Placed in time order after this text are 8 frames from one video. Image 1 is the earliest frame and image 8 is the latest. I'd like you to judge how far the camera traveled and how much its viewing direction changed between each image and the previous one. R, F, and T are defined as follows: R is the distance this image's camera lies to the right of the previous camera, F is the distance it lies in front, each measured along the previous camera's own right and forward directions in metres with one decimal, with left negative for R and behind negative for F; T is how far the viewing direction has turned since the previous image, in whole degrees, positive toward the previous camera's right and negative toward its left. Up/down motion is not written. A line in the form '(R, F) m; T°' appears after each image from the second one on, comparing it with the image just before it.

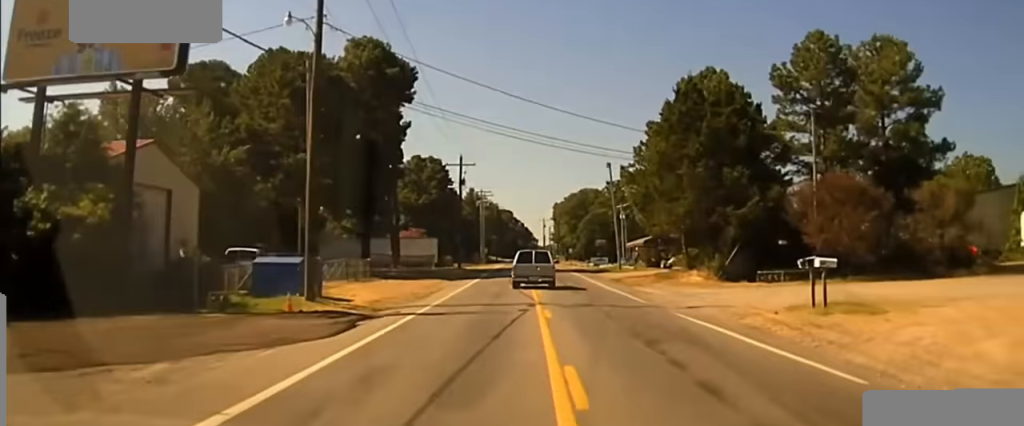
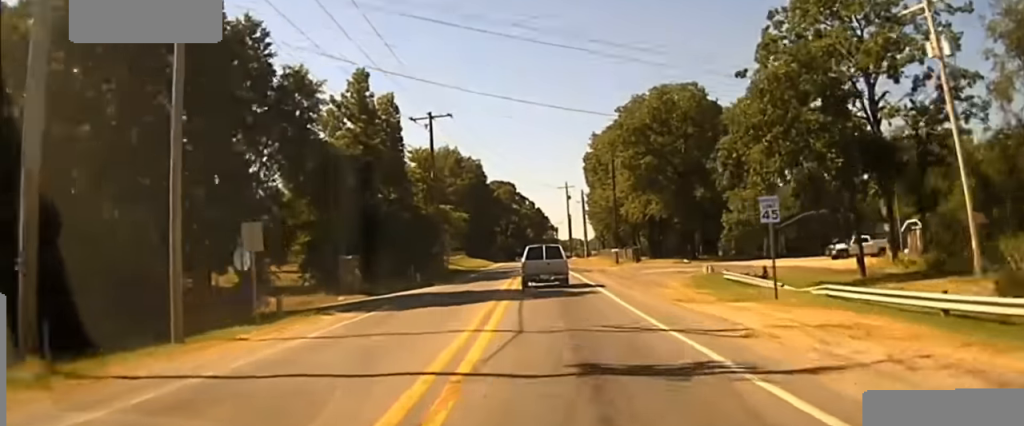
(+0.7, +118.8) m; 0°
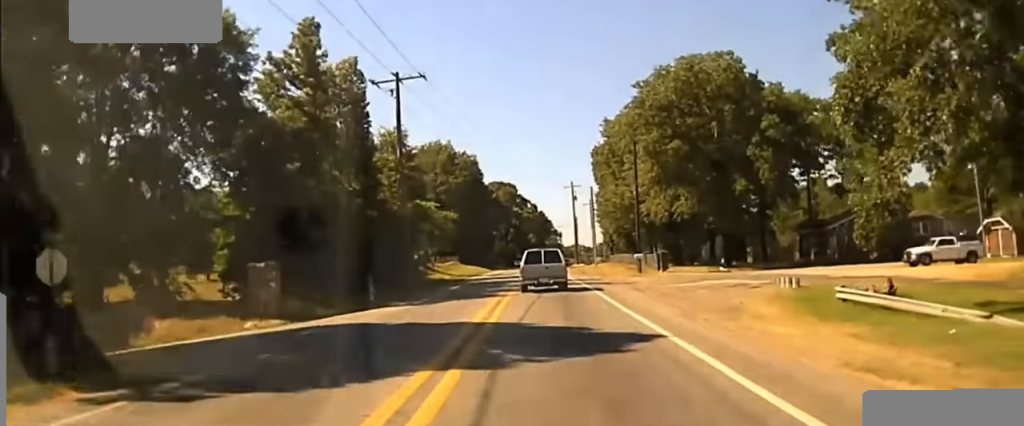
(0.0, +15.5) m; 0°
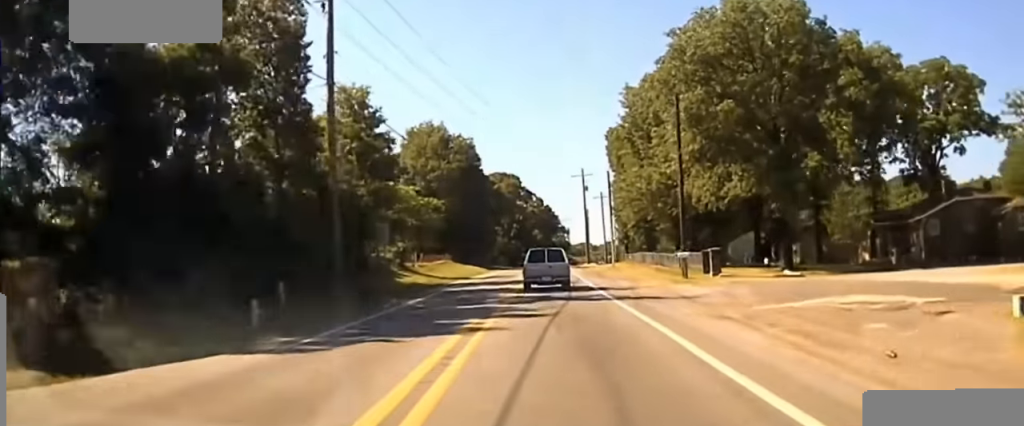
(0.0, +16.5) m; 0°
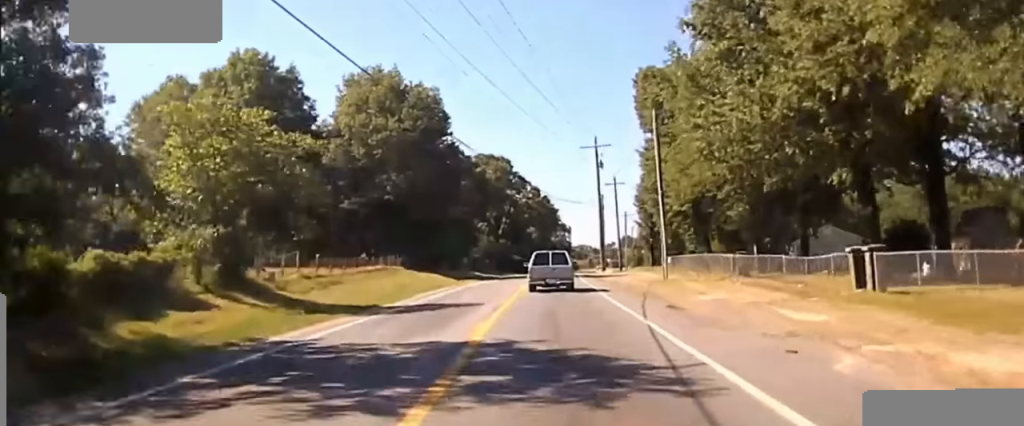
(-0.3, +35.9) m; -1°
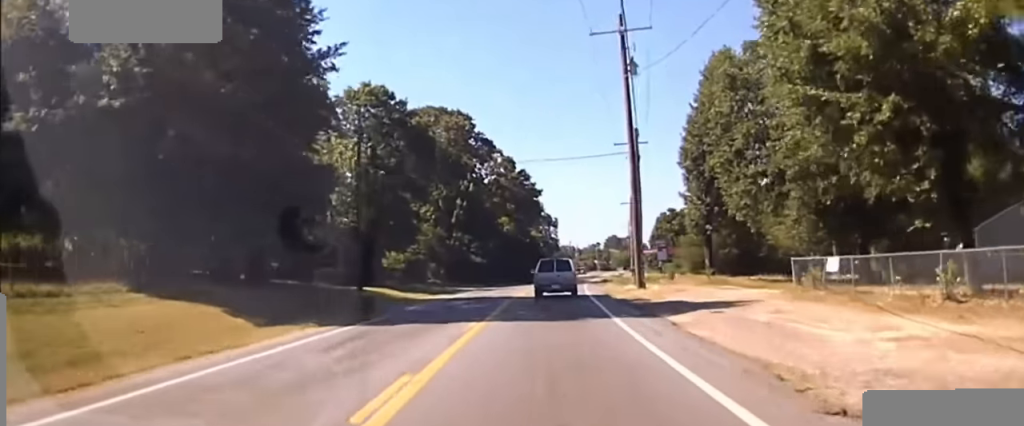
(-0.3, +45.4) m; +1°
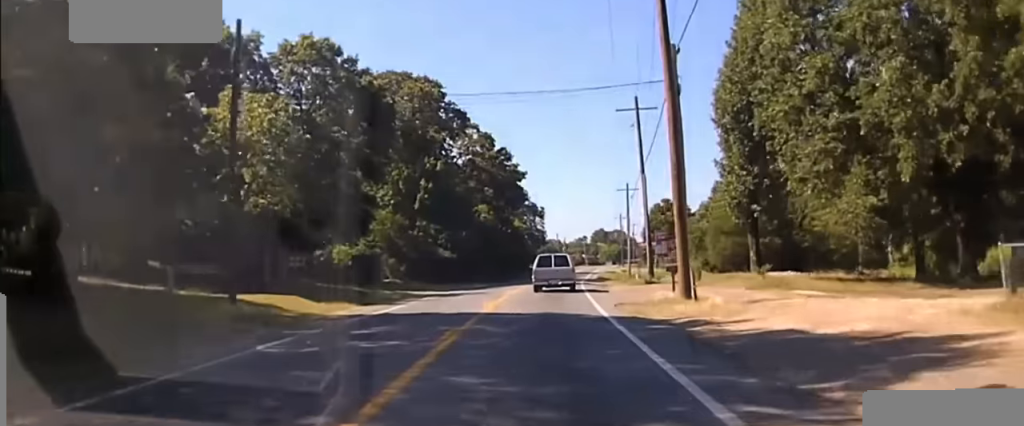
(+0.2, +16.1) m; +1°
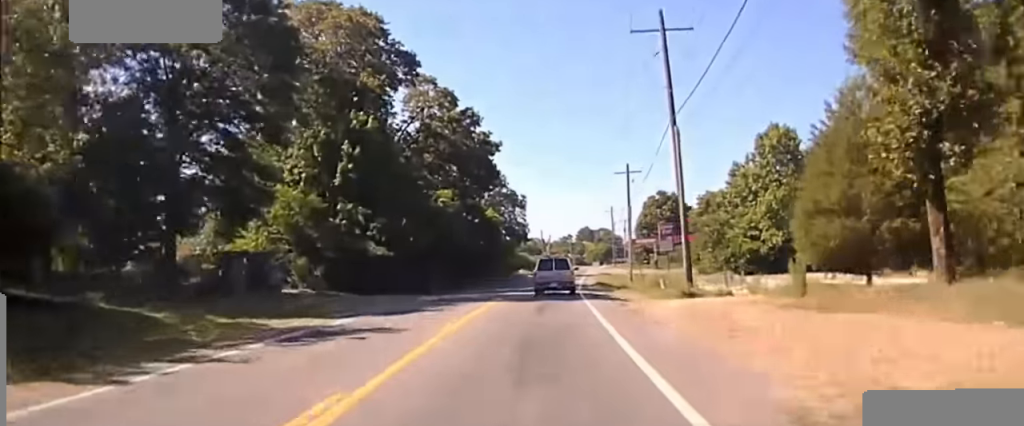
(+0.3, +20.1) m; +1°
